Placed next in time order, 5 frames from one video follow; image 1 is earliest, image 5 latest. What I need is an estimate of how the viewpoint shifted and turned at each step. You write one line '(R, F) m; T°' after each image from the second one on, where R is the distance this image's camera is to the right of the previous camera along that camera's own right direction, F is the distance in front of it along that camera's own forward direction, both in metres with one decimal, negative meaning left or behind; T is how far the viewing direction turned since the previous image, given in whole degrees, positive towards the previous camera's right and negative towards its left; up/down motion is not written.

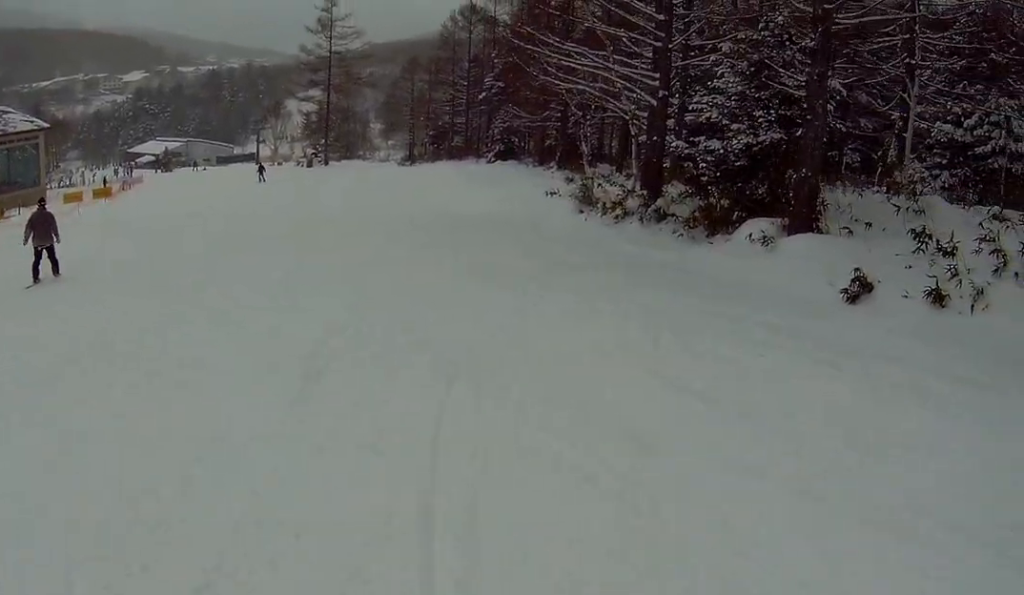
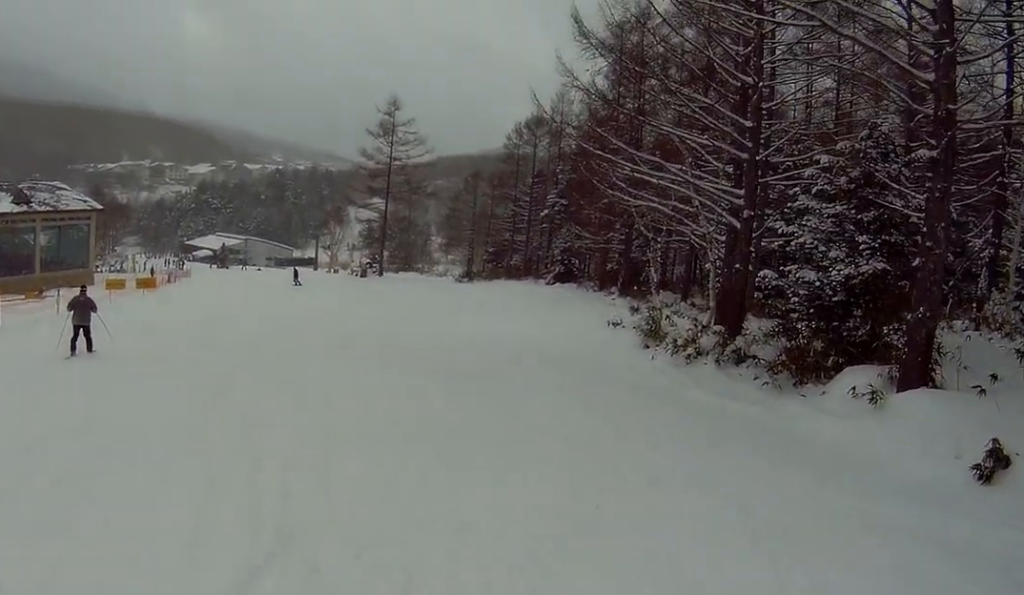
(+0.8, +3.8) m; -2°
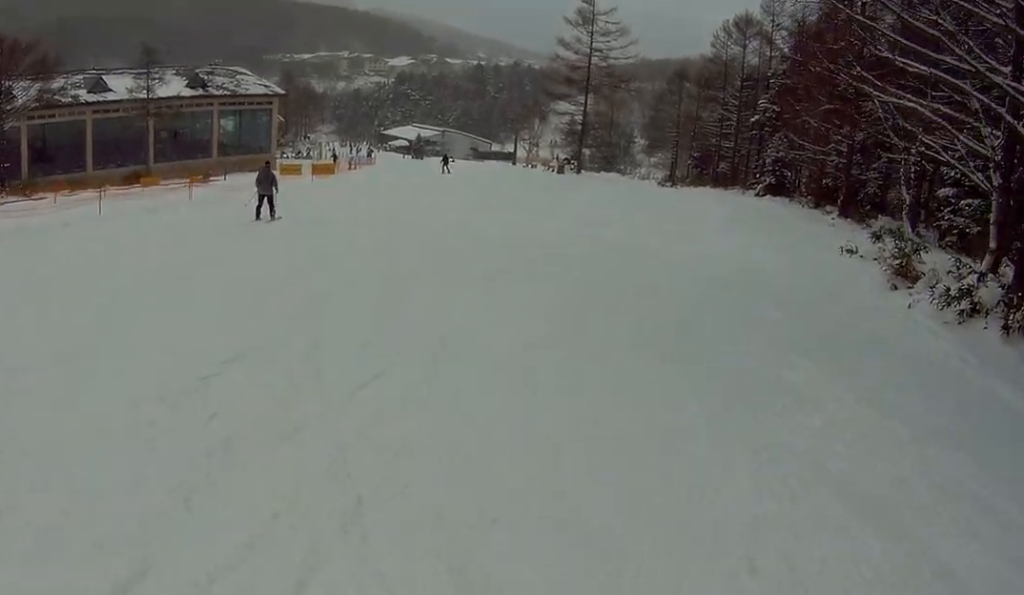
(-1.3, +5.1) m; -21°
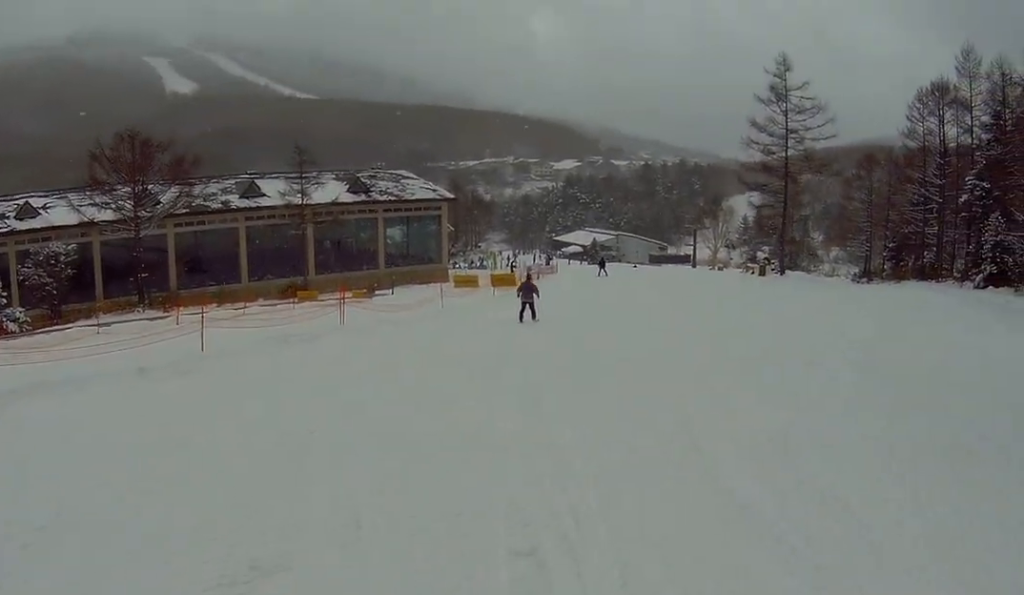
(-0.7, +7.5) m; -13°
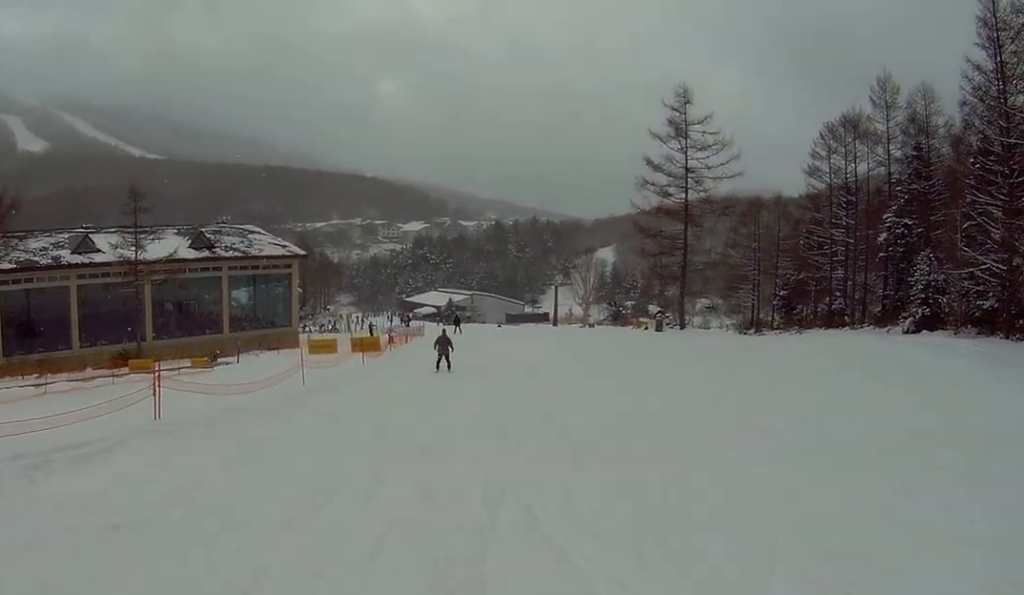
(-1.1, +8.2) m; -4°
